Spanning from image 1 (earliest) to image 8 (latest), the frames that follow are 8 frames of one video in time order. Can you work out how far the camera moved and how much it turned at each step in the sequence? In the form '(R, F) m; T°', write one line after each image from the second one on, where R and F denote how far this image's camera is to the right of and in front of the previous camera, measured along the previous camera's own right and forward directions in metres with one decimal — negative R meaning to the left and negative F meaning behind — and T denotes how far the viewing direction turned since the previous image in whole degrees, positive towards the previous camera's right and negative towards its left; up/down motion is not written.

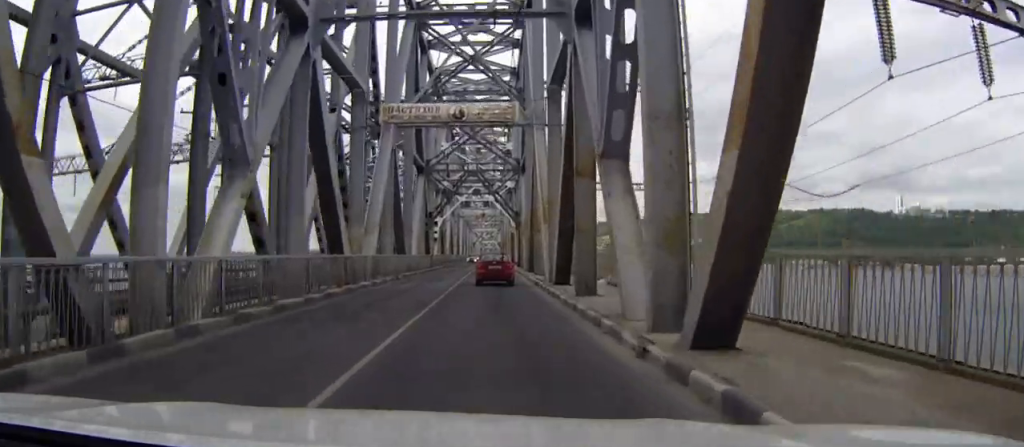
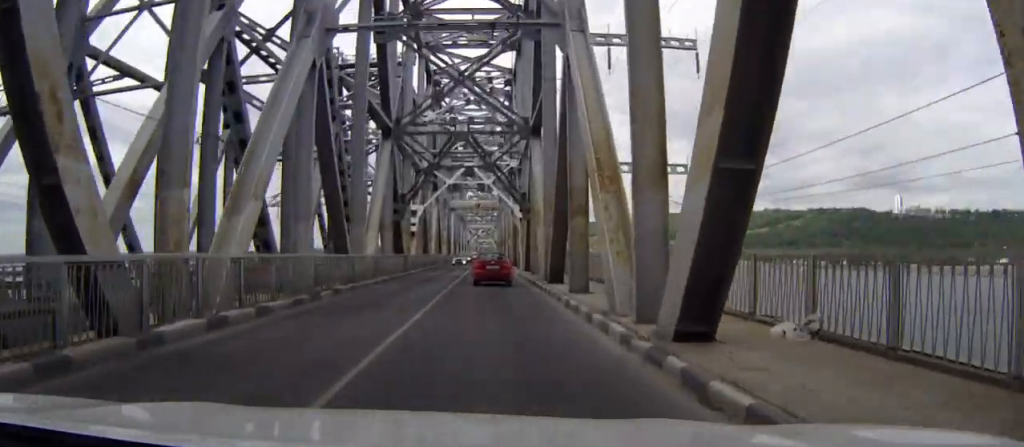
(+0.1, +18.2) m; +1°
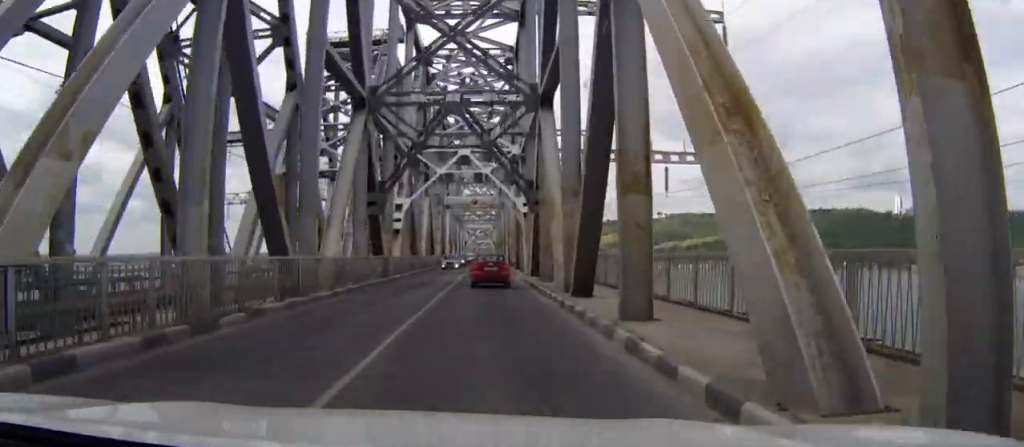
(0.0, +8.3) m; 0°
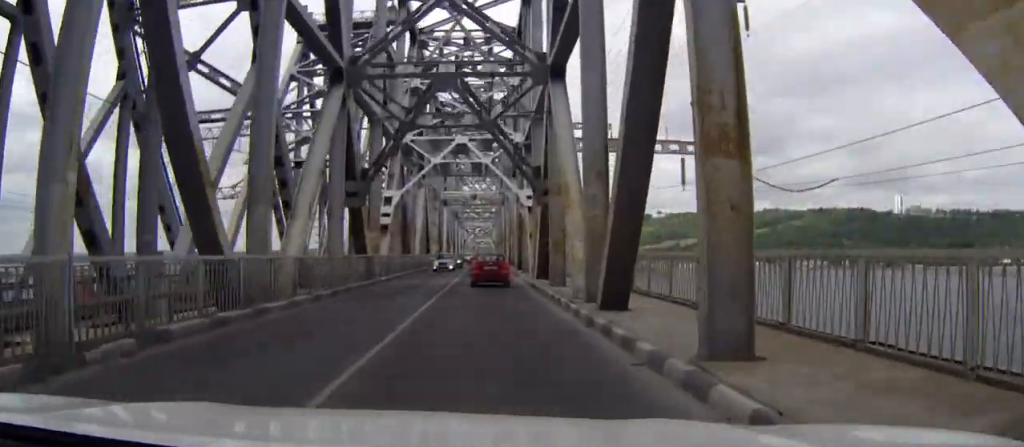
(0.0, +5.0) m; 0°
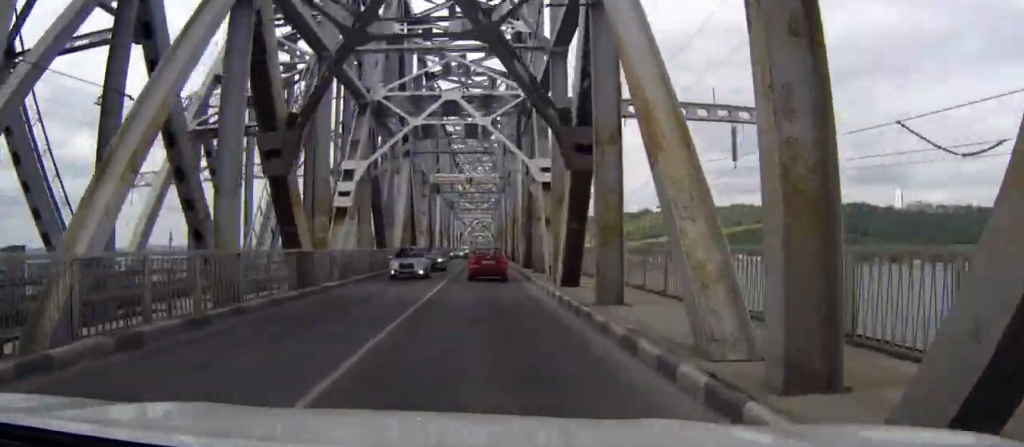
(0.0, +12.2) m; 0°
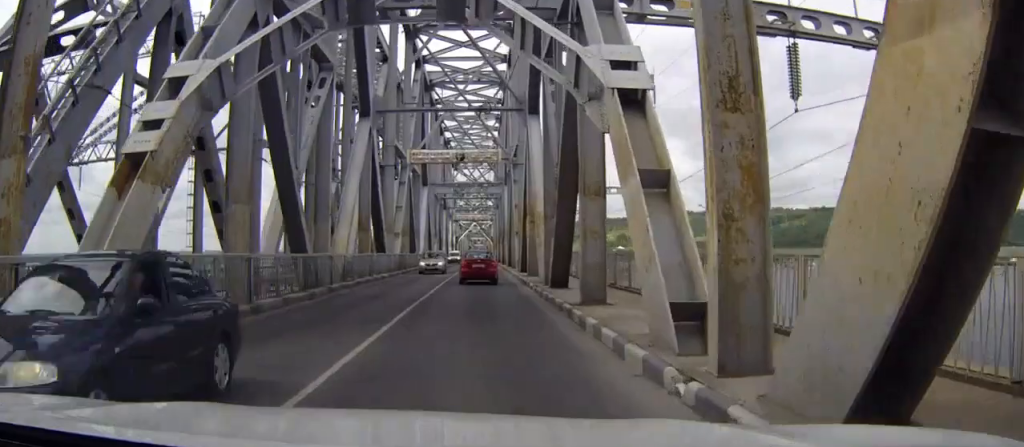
(+0.1, +19.4) m; 0°
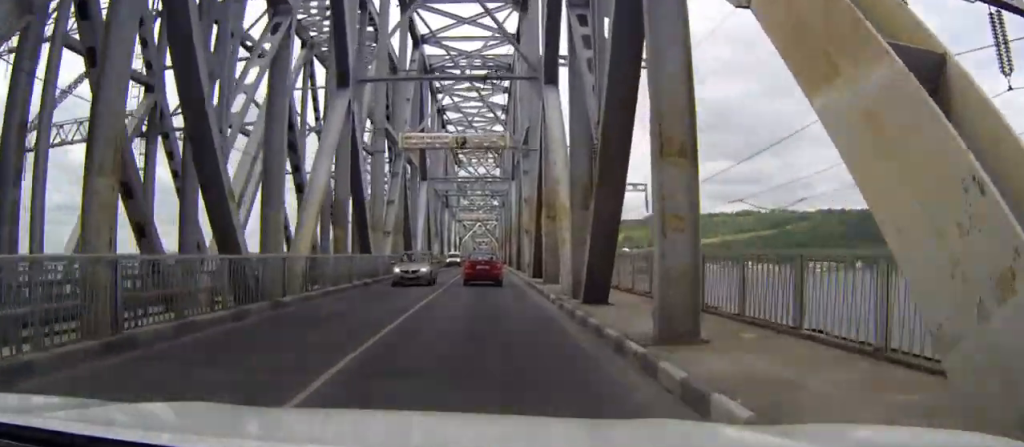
(0.0, +7.5) m; 0°
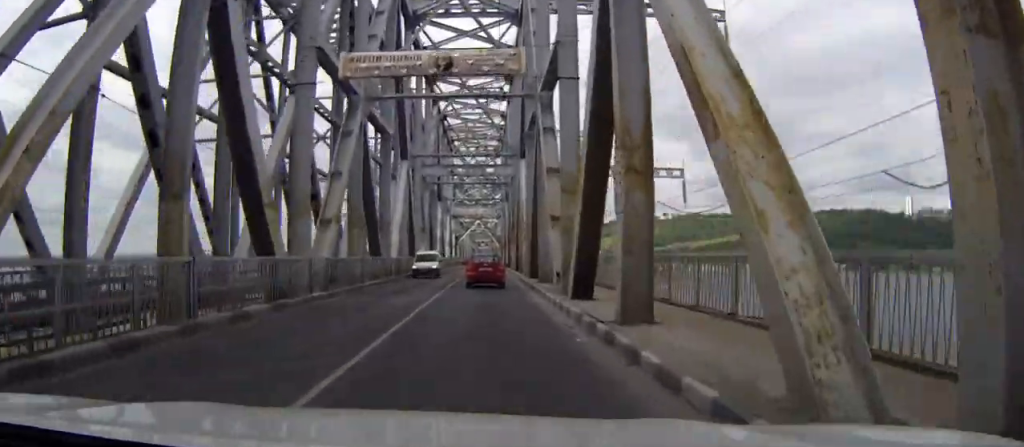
(-0.1, +16.9) m; 0°
